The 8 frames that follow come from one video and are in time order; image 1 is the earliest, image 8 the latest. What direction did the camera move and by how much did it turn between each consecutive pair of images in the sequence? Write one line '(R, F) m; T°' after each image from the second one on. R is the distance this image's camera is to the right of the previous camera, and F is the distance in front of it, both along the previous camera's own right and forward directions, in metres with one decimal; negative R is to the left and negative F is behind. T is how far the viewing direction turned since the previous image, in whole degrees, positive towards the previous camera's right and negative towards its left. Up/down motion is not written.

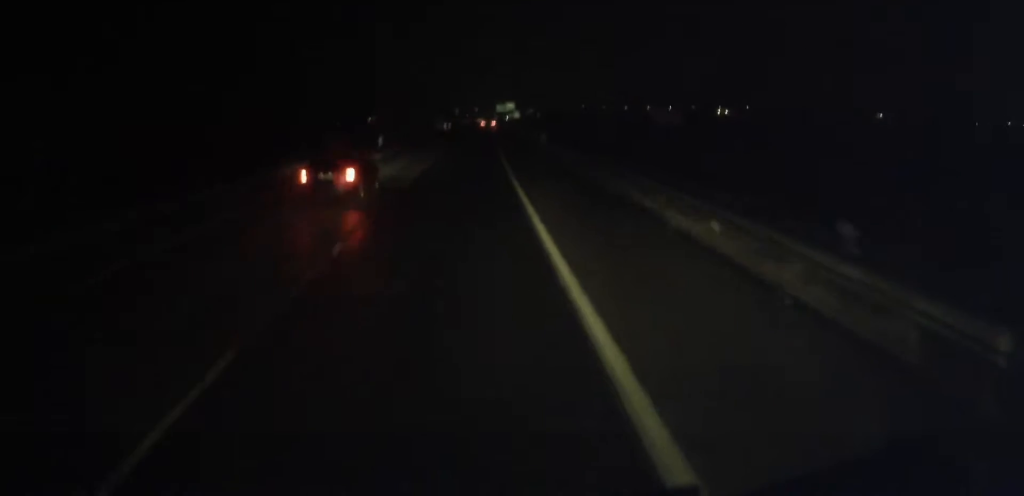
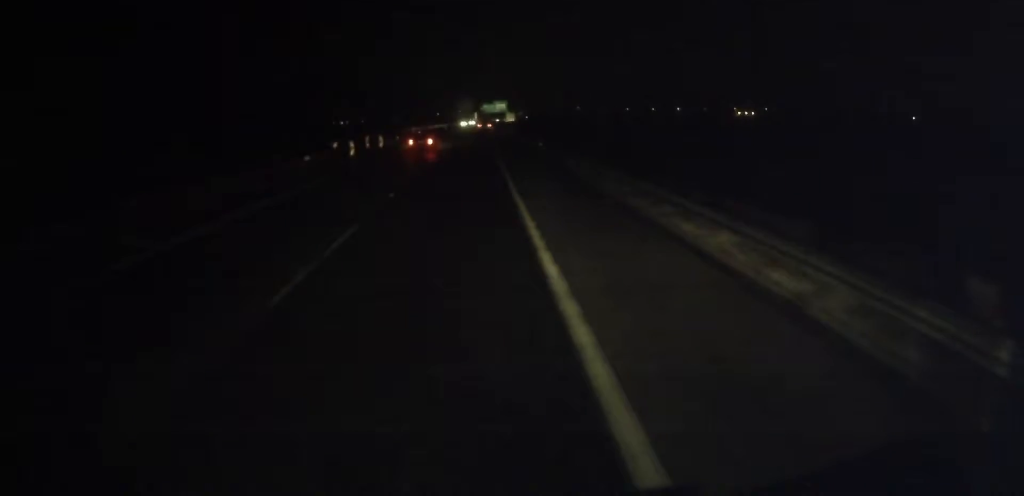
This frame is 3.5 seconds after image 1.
(+0.9, +79.4) m; +1°
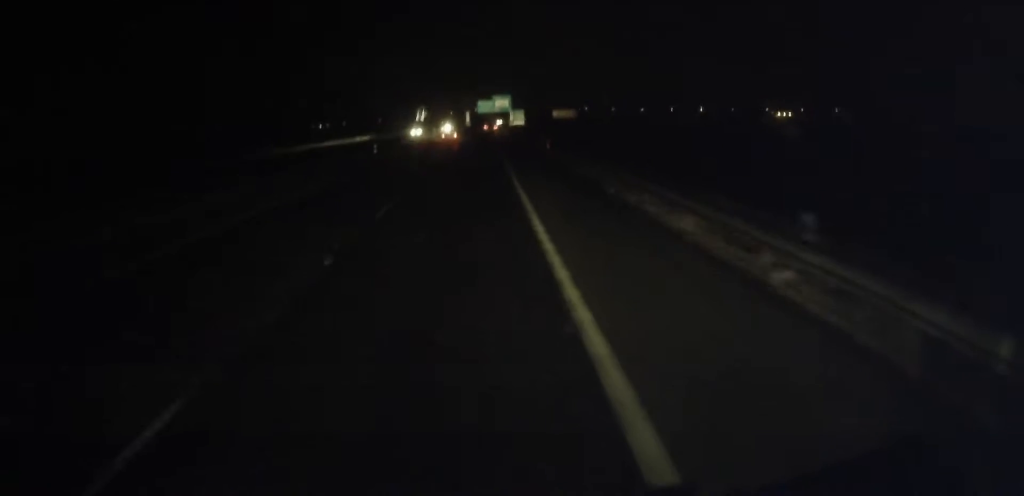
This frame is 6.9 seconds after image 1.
(+0.7, +79.9) m; +1°
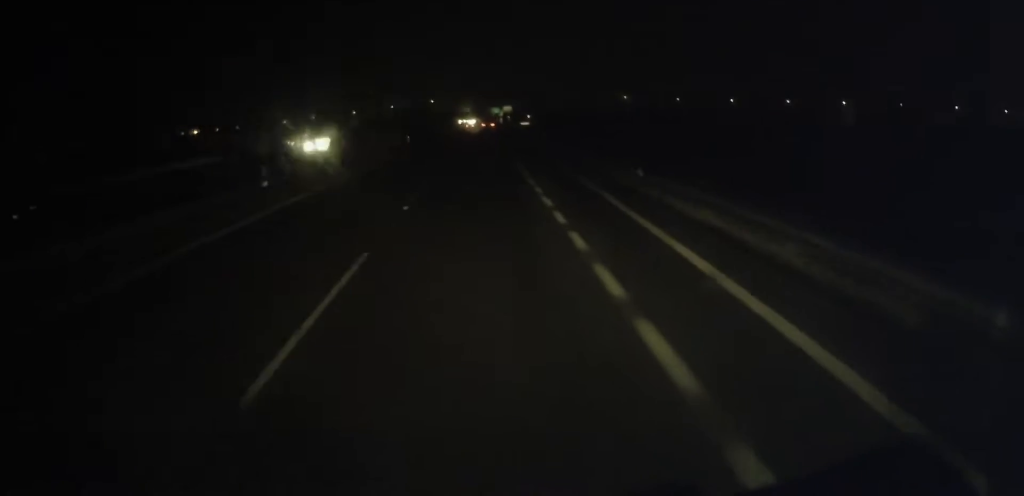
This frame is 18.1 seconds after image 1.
(+7.5, +264.7) m; +3°
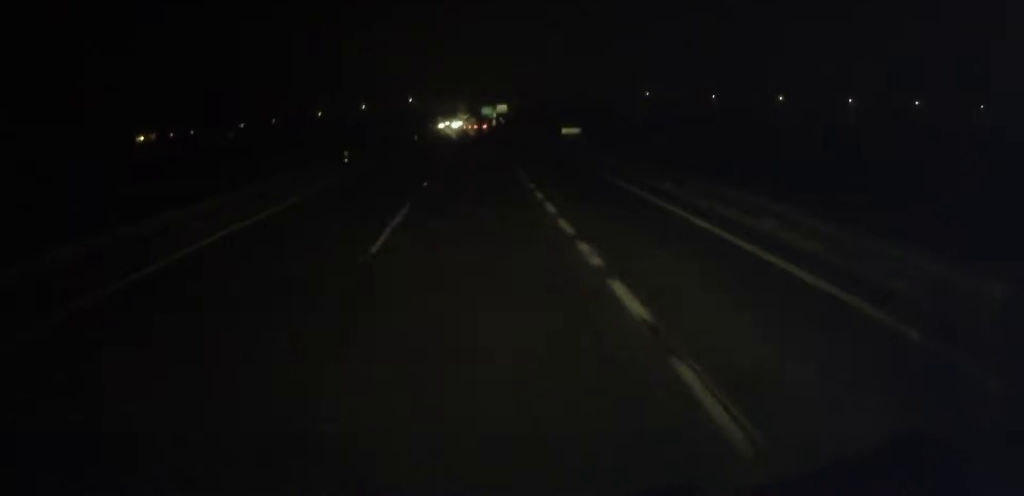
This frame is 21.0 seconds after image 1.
(+0.3, +66.7) m; 0°
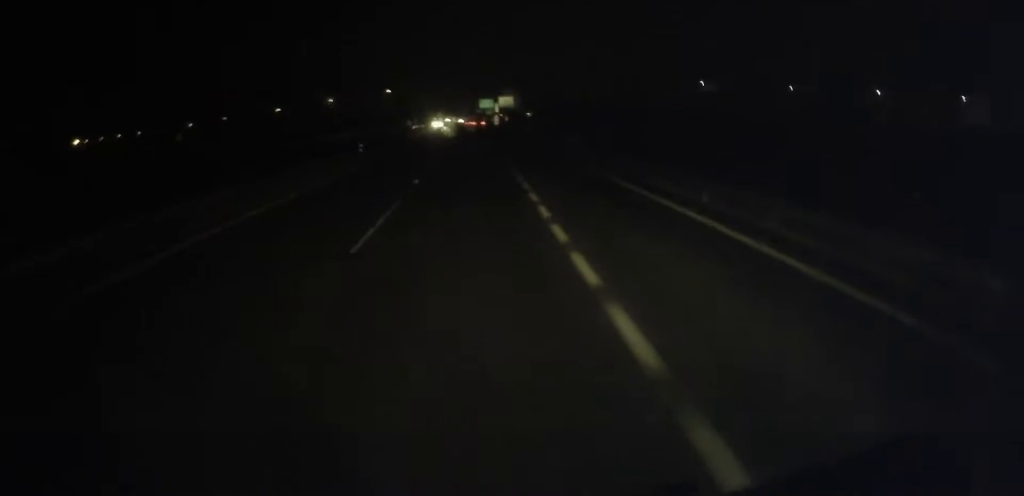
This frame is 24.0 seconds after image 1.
(+0.4, +70.2) m; 0°
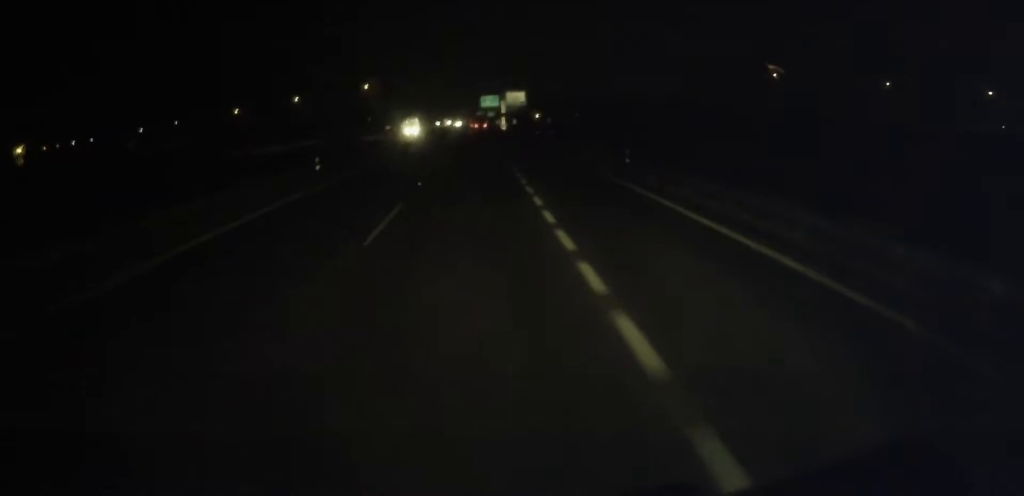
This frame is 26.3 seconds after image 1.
(+0.1, +51.7) m; 0°
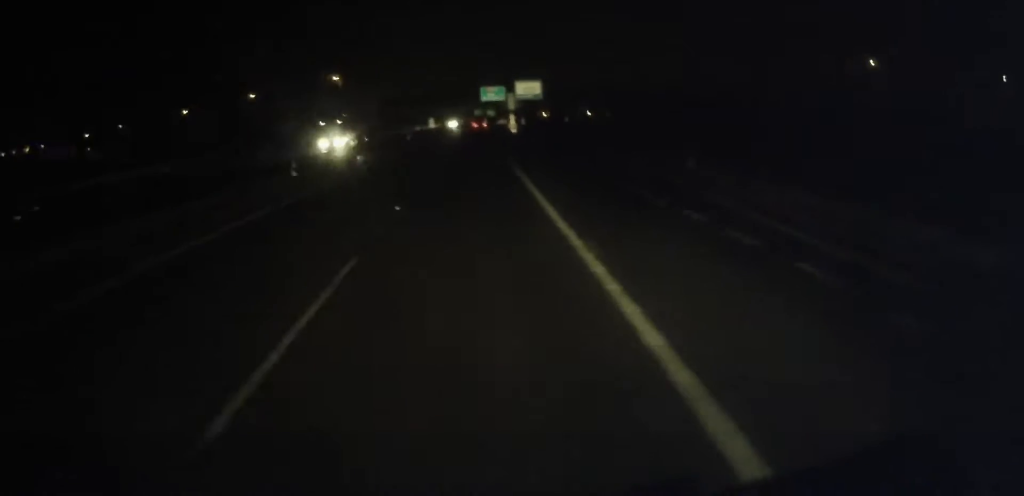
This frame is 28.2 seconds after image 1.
(-0.1, +42.6) m; 0°
